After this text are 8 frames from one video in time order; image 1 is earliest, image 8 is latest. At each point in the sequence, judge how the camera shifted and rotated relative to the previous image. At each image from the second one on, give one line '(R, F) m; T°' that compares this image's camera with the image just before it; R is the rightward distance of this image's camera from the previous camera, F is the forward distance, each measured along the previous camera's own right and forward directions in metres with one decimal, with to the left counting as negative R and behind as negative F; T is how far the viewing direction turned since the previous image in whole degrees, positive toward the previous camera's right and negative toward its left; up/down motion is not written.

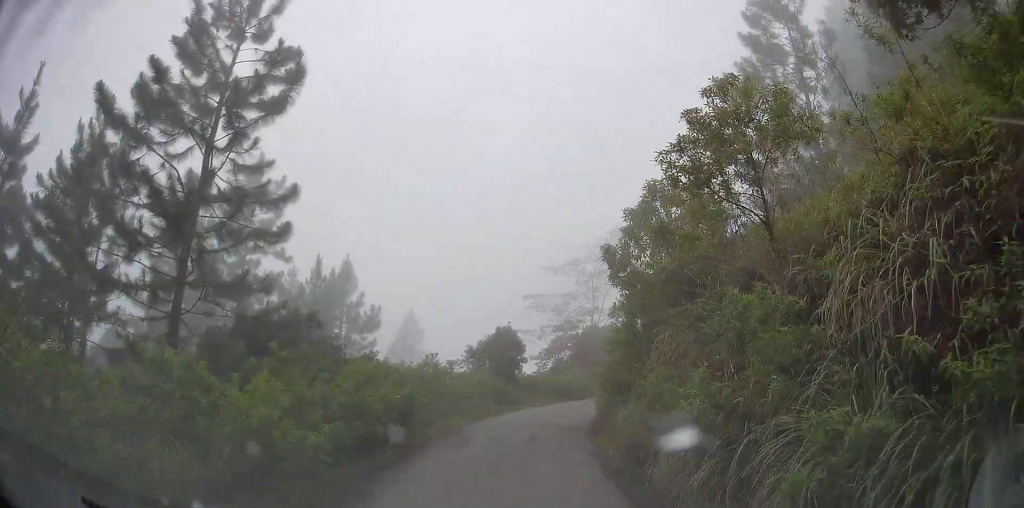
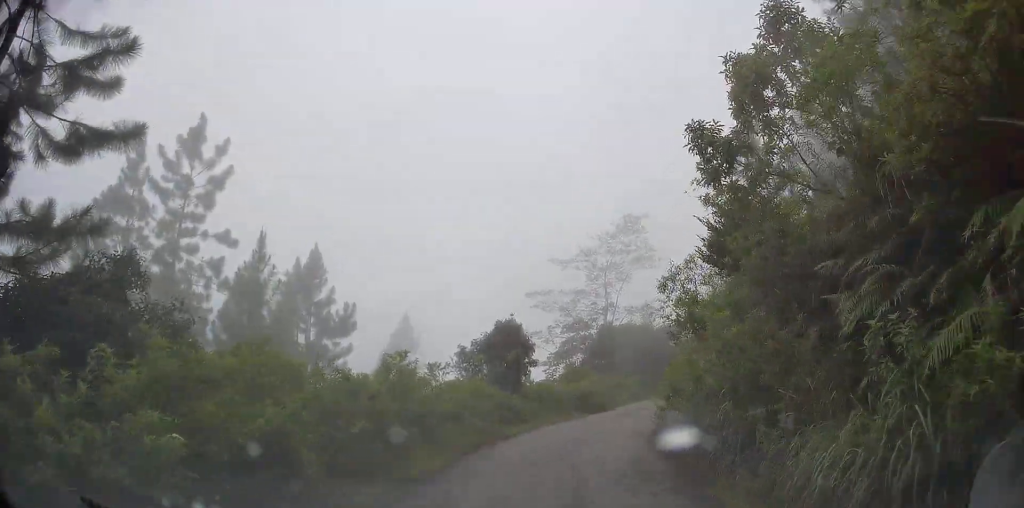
(-0.5, +7.4) m; +3°
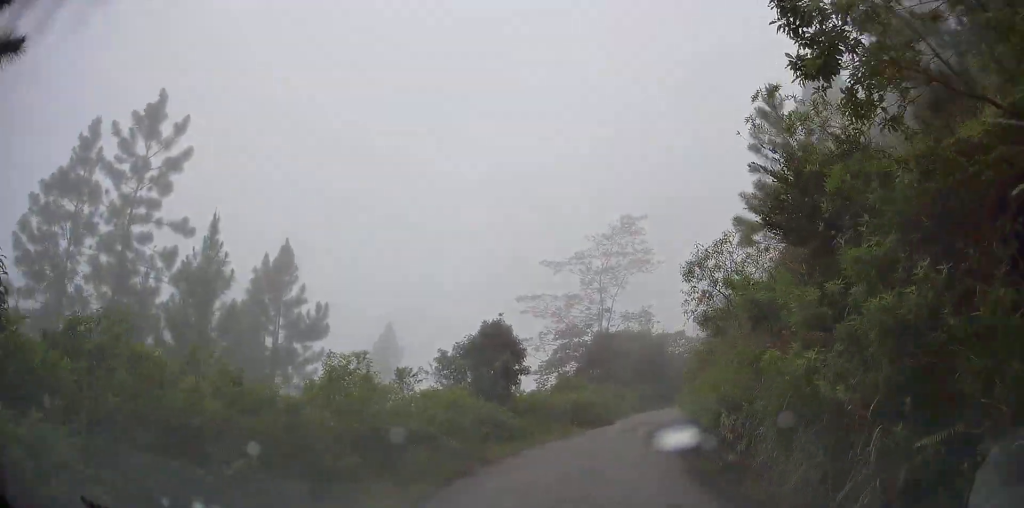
(+0.4, +3.2) m; +4°
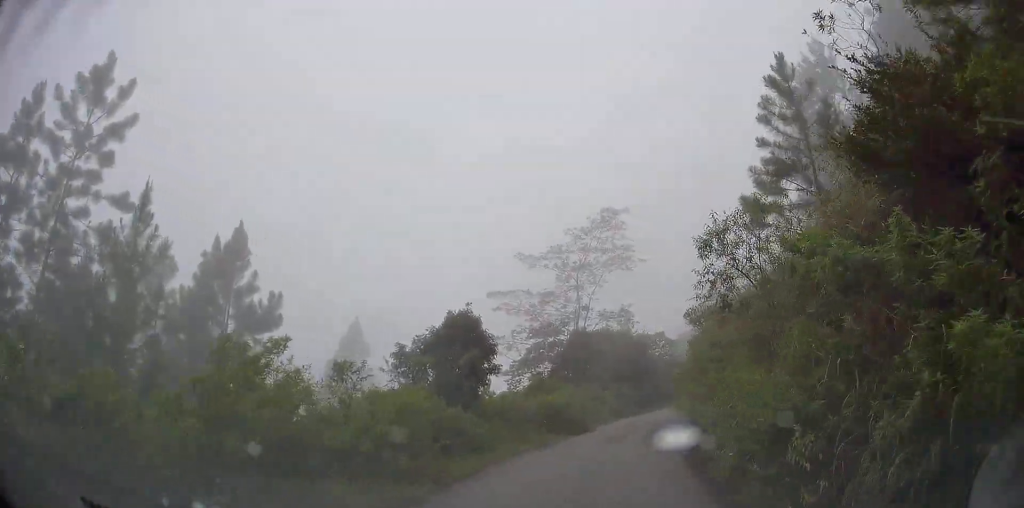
(+0.2, +2.8) m; +4°
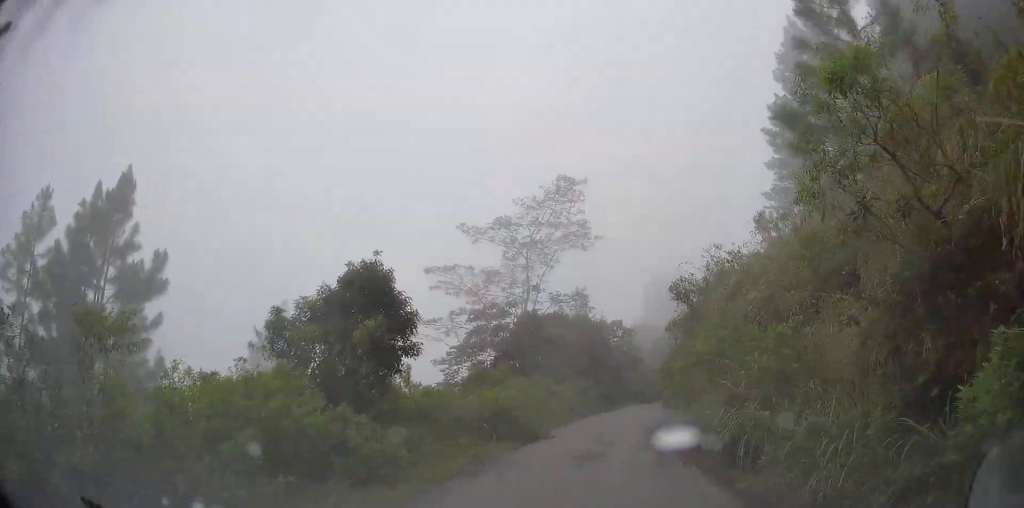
(+0.1, +5.7) m; 0°
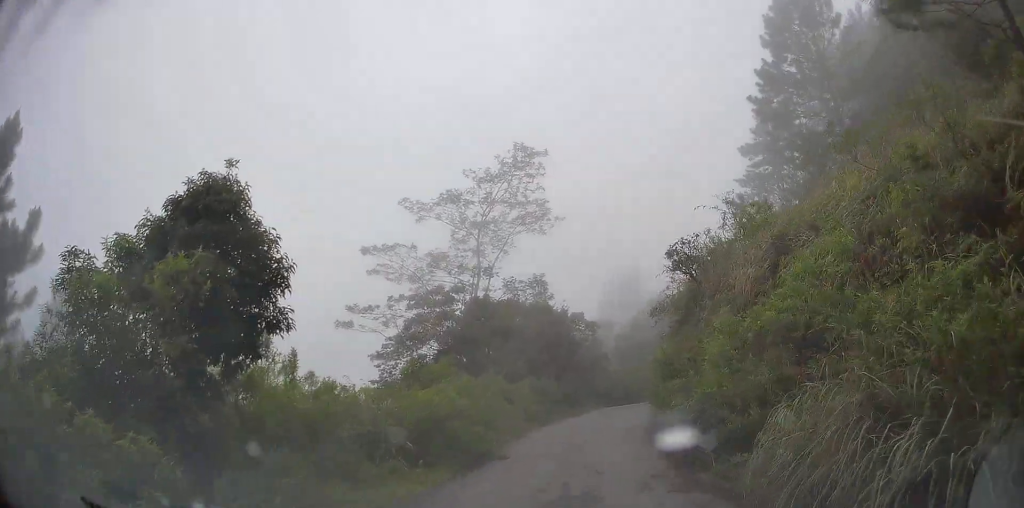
(0.0, +5.0) m; +7°
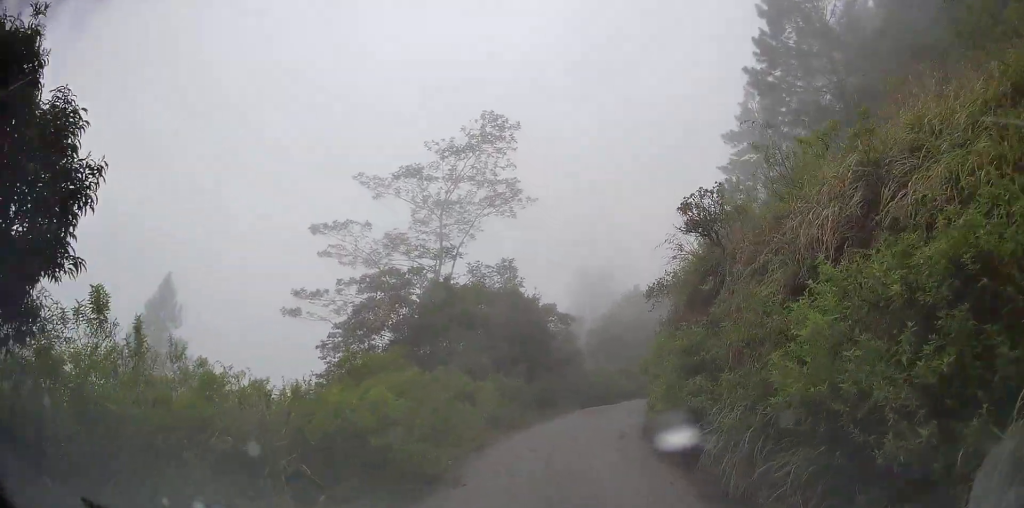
(+0.3, +3.7) m; +4°
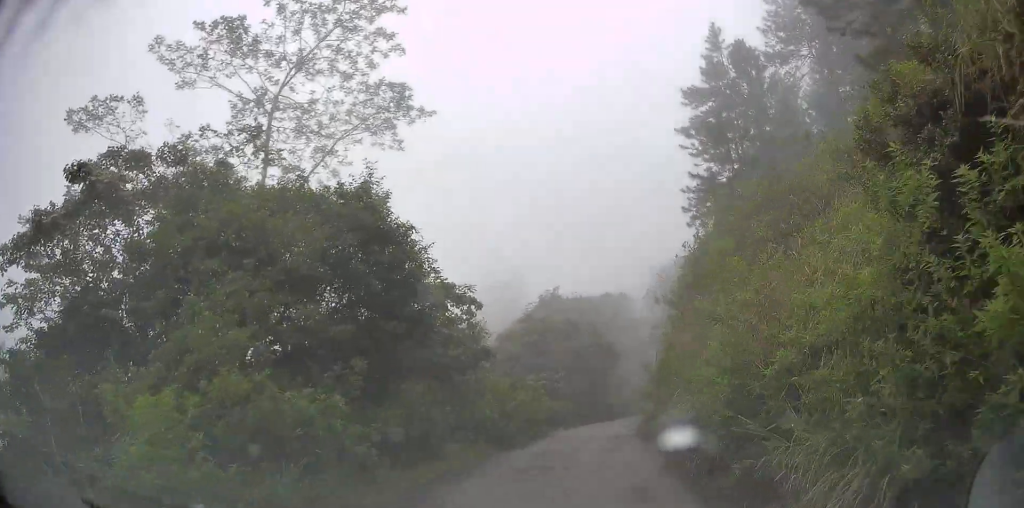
(+0.7, +13.7) m; +9°
